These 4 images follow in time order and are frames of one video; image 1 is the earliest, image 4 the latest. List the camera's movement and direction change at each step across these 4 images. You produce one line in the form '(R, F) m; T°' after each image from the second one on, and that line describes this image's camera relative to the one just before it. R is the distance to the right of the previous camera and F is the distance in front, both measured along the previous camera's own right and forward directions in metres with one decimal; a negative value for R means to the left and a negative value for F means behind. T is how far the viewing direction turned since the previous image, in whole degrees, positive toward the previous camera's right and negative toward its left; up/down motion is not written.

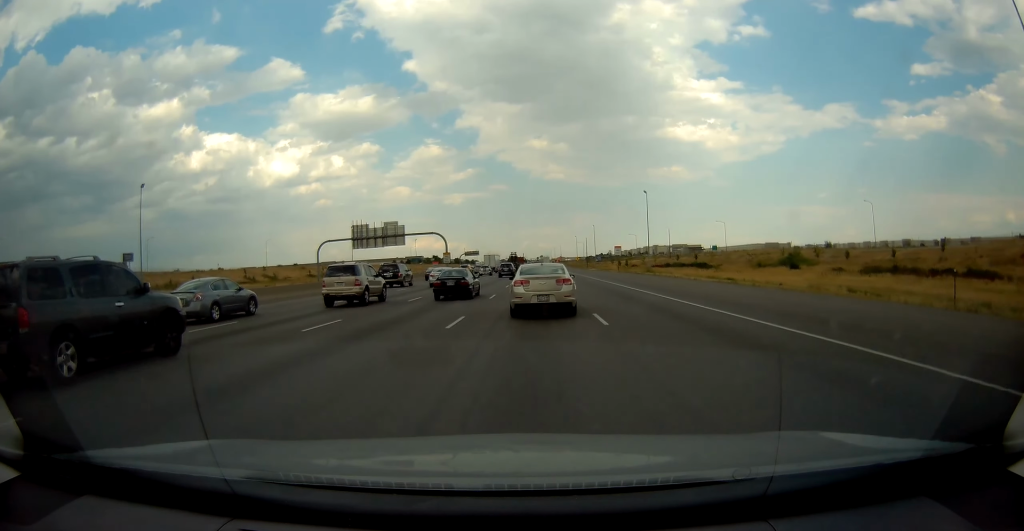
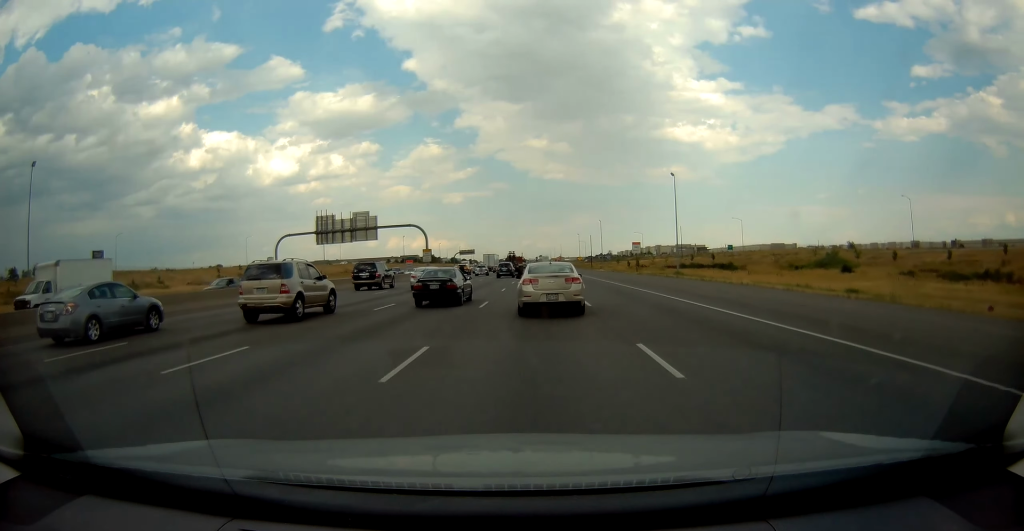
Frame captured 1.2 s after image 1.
(+0.2, +18.1) m; 0°
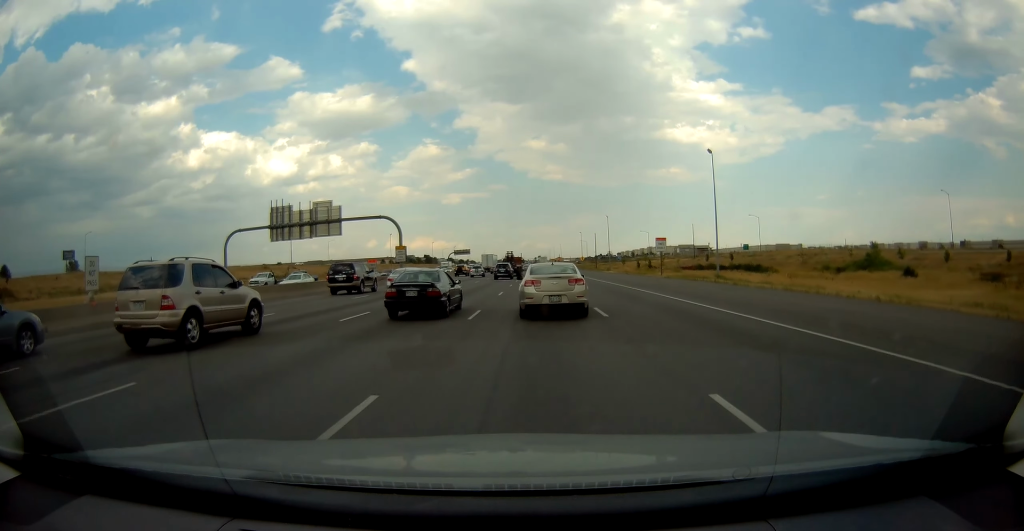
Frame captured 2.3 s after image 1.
(-0.1, +16.1) m; 0°
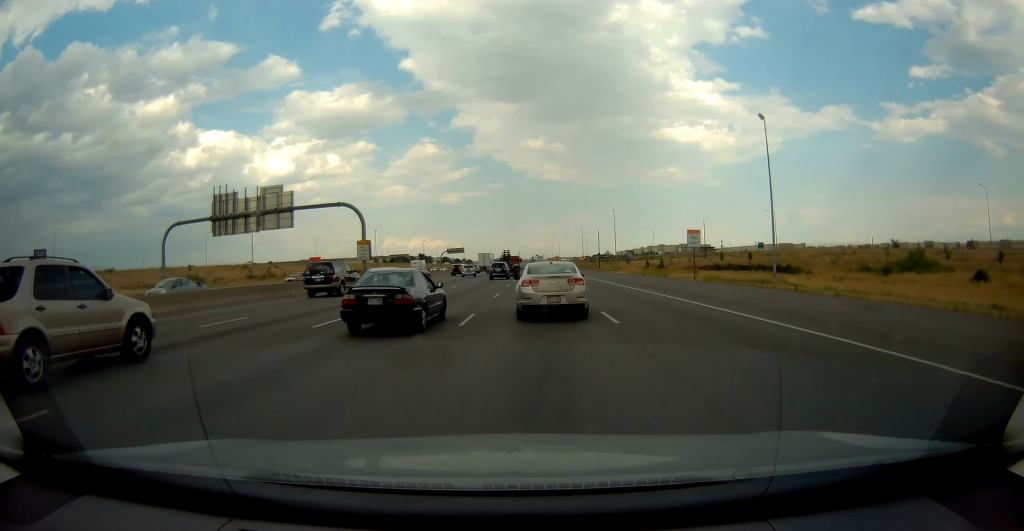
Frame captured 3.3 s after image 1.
(+0.1, +14.2) m; +1°
